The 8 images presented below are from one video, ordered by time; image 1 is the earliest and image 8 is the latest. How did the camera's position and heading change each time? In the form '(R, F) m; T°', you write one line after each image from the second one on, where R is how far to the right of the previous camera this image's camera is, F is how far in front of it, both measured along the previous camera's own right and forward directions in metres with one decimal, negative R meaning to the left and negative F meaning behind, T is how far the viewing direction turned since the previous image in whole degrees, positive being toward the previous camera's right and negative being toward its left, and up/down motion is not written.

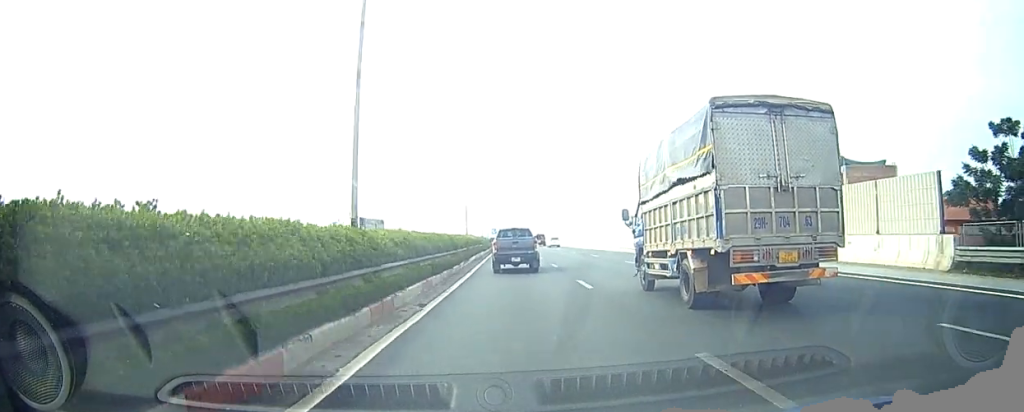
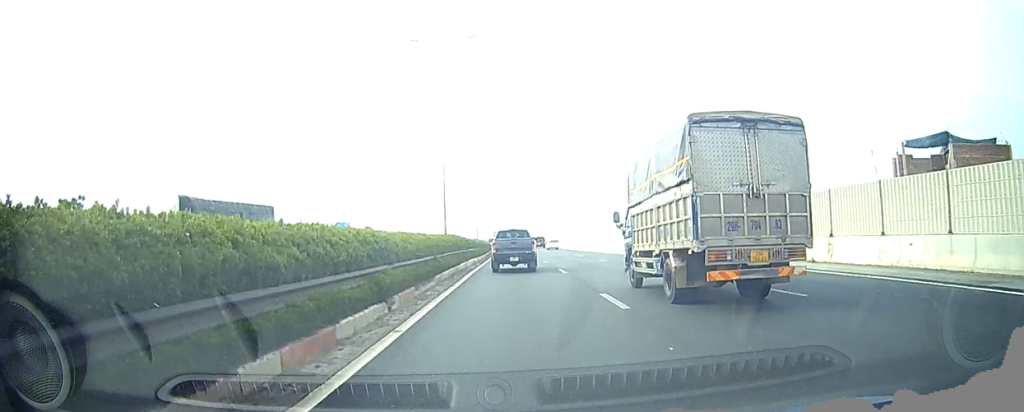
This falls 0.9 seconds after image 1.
(-0.1, +17.0) m; -1°
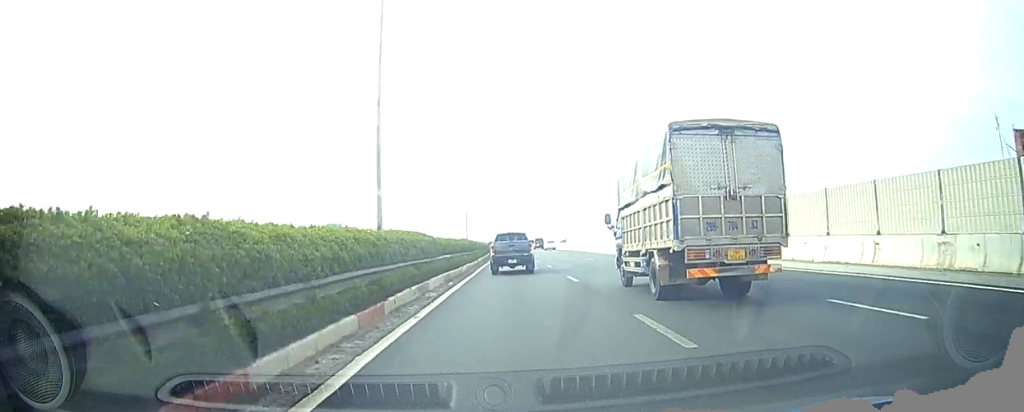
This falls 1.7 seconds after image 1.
(-0.2, +15.7) m; -1°
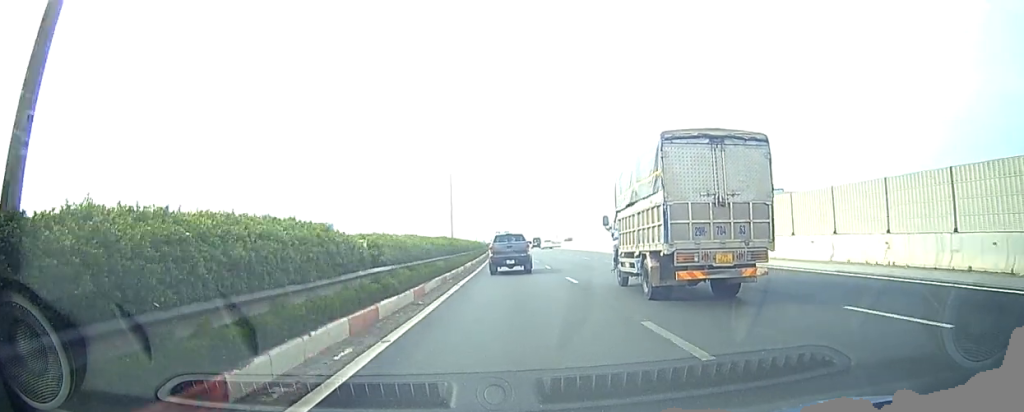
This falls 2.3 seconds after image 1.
(0.0, +12.6) m; 0°
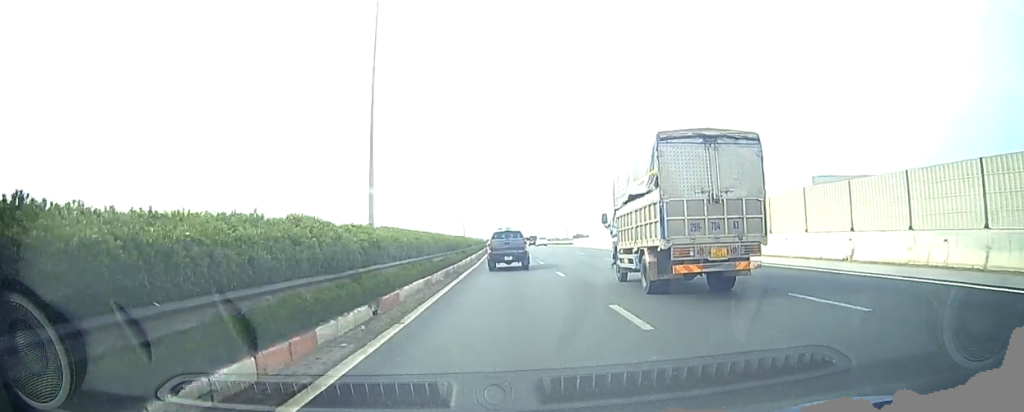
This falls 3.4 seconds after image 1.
(0.0, +22.2) m; -1°
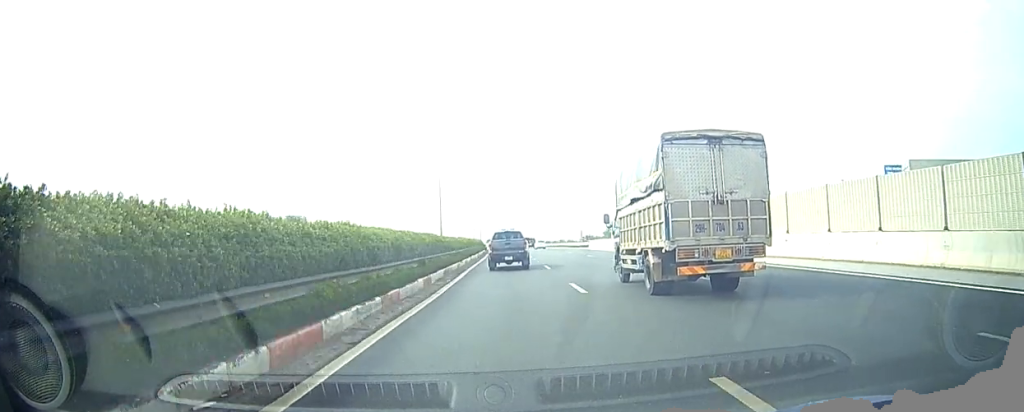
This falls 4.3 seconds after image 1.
(-0.3, +20.2) m; -1°
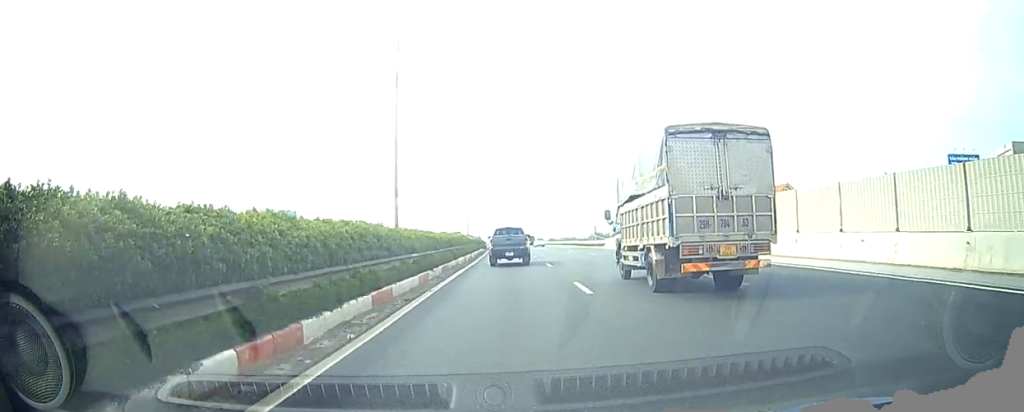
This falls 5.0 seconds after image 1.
(0.0, +14.3) m; 0°
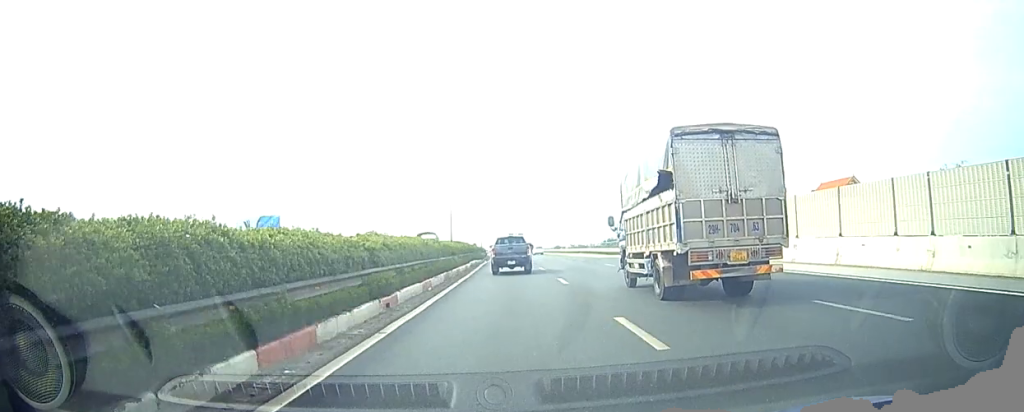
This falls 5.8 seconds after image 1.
(0.0, +18.9) m; 0°
